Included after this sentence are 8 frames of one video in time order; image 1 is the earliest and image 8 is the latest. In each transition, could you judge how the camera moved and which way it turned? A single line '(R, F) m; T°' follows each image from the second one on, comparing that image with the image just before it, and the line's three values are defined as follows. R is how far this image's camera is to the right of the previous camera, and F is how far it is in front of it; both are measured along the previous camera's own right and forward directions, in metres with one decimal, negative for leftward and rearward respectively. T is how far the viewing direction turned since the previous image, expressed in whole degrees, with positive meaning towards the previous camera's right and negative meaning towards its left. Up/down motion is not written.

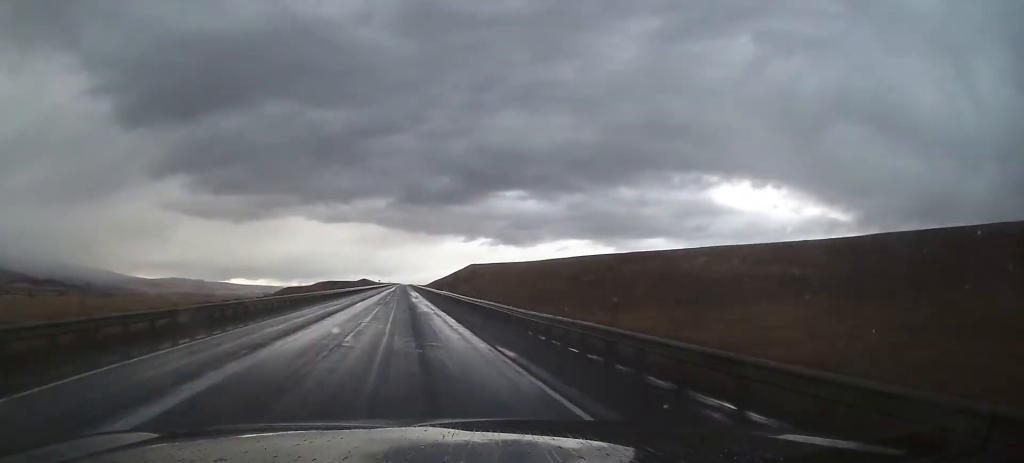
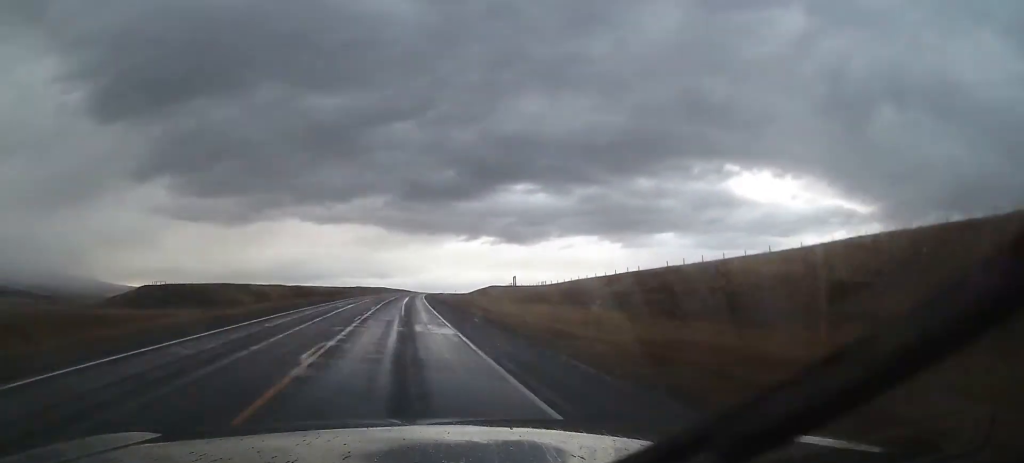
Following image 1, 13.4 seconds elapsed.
(+8.4, +509.9) m; +5°
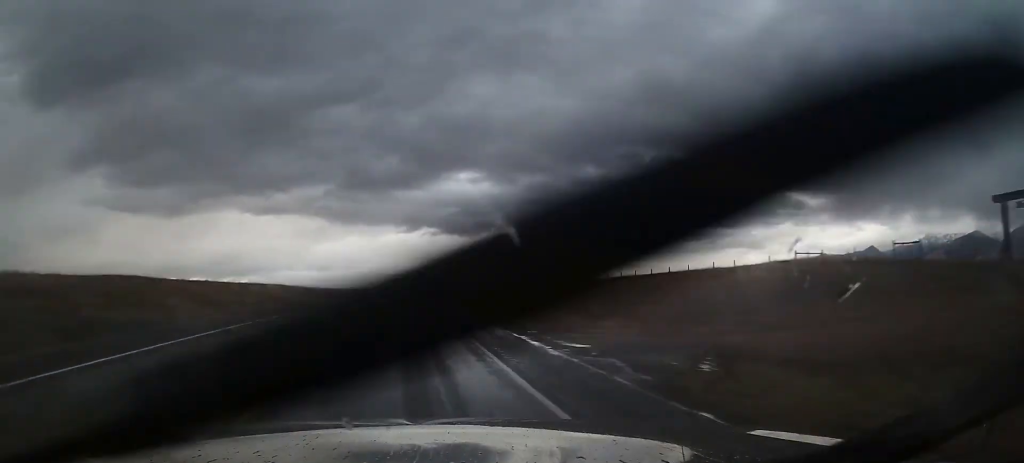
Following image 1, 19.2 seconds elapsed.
(+11.4, +222.0) m; +6°
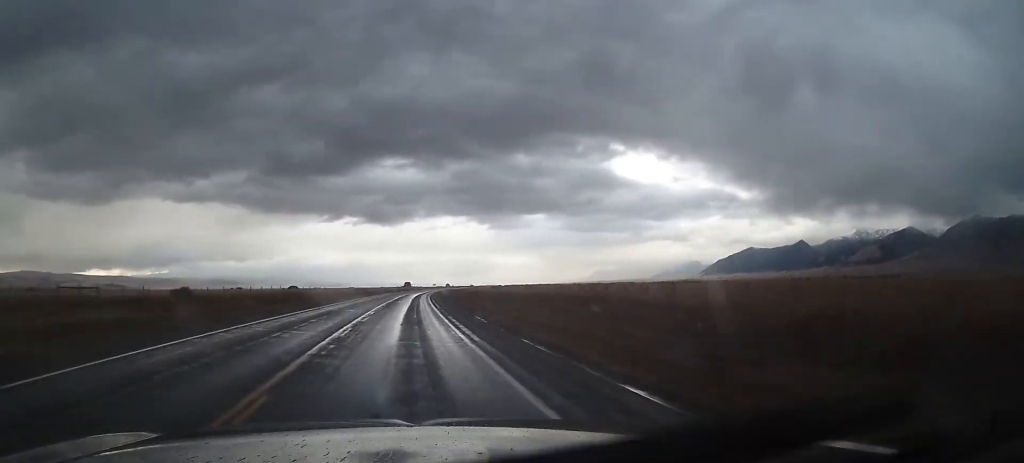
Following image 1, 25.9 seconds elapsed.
(+16.1, +252.4) m; +7°
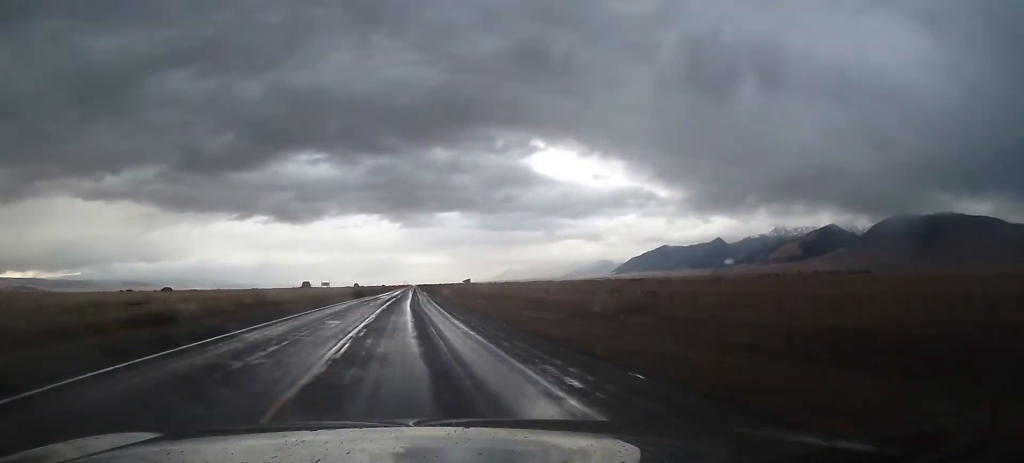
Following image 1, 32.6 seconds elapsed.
(+14.3, +254.2) m; +5°
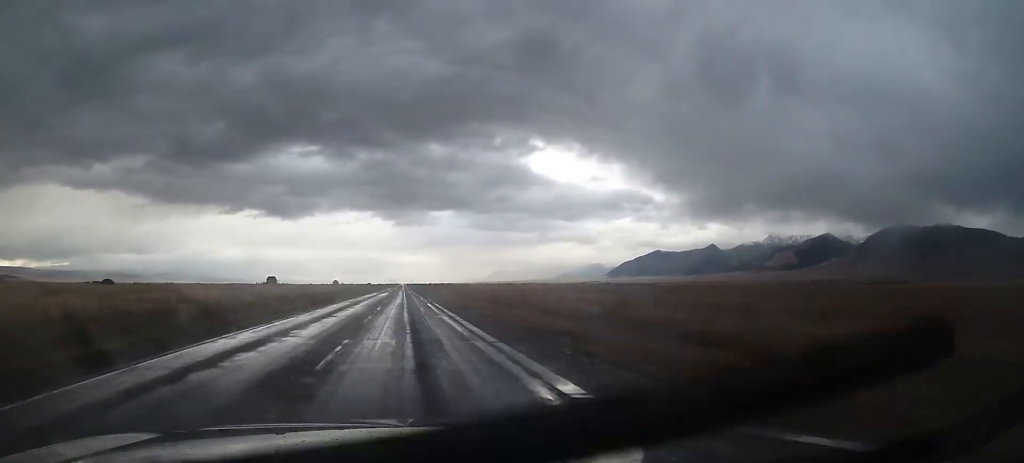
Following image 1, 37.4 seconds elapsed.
(+6.9, +184.4) m; +1°
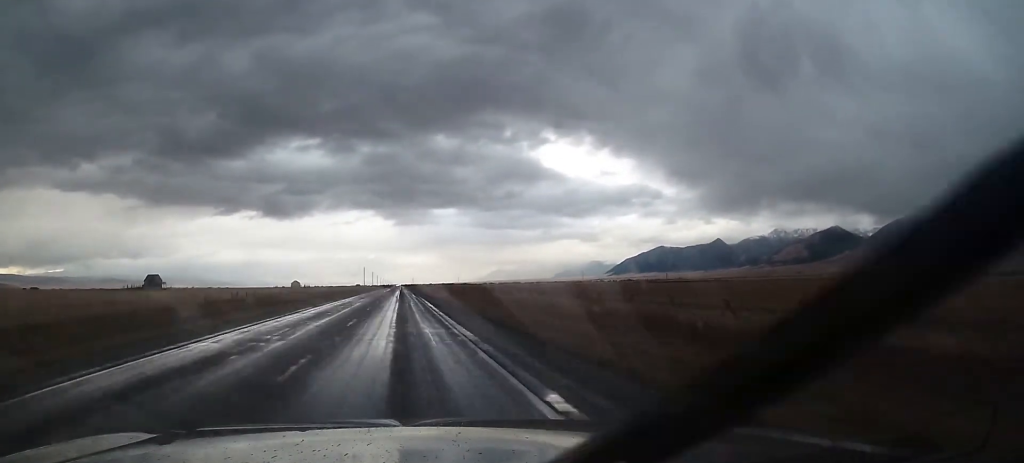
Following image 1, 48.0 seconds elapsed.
(+2.7, +408.9) m; 0°
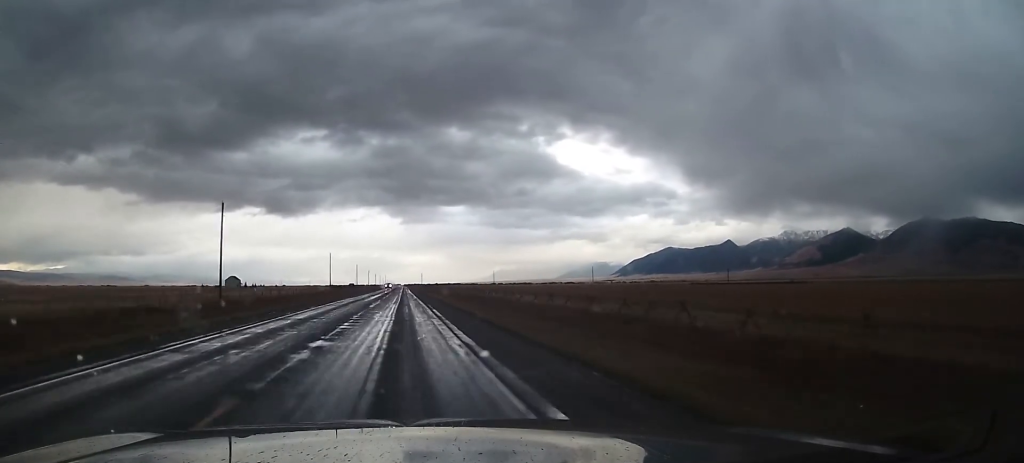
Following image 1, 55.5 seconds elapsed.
(-0.4, +286.0) m; 0°
